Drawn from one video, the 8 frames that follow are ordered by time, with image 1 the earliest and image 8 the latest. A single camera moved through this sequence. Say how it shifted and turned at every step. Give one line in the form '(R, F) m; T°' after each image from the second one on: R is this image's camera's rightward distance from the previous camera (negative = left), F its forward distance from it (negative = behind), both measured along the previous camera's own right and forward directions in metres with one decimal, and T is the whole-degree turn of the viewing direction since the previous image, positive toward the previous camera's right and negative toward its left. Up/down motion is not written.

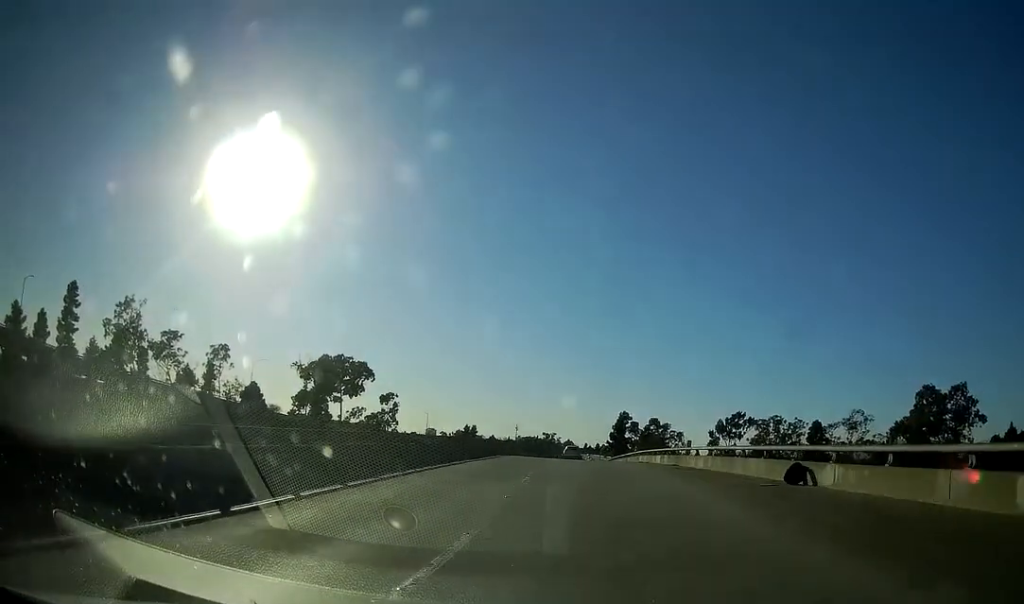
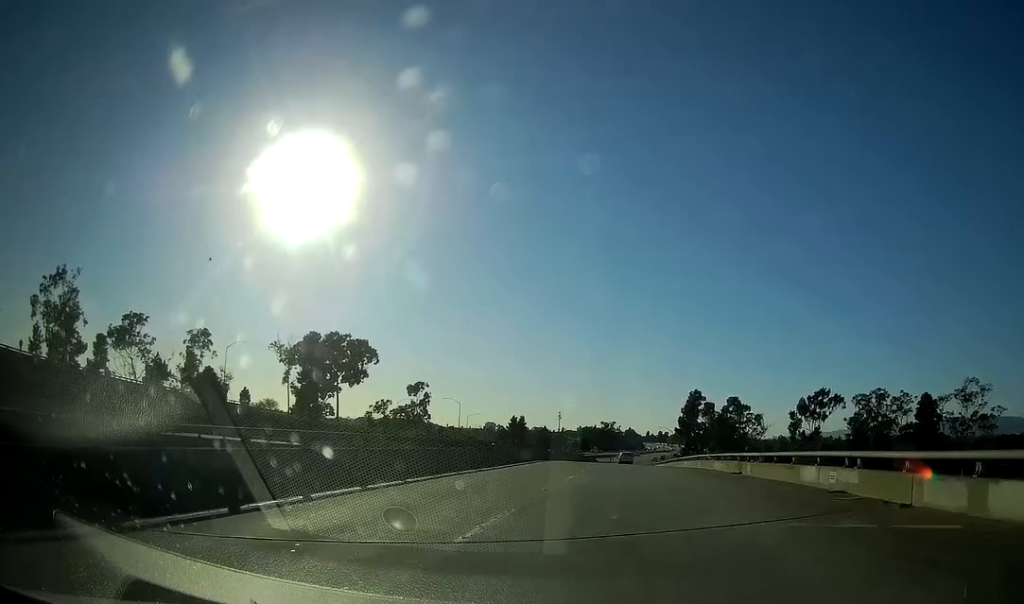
(-2.6, +40.1) m; -7°
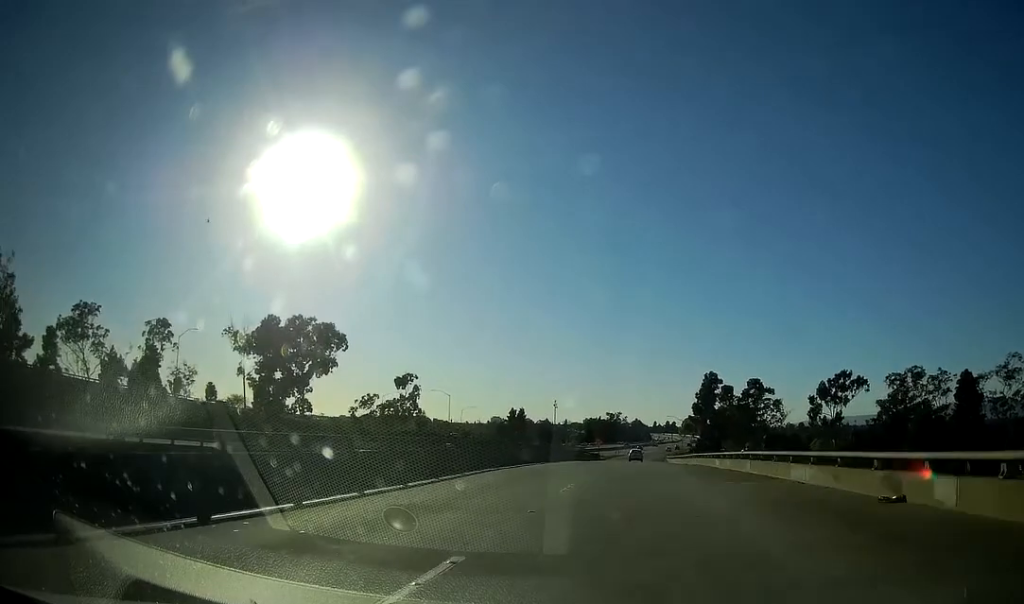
(-0.5, +18.8) m; -1°
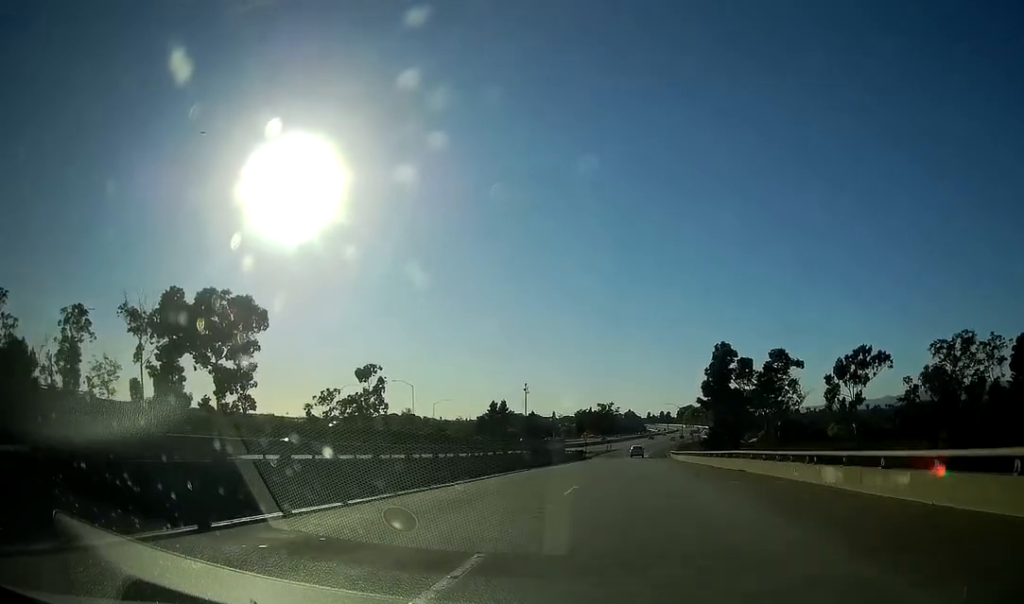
(+0.2, +27.8) m; +1°
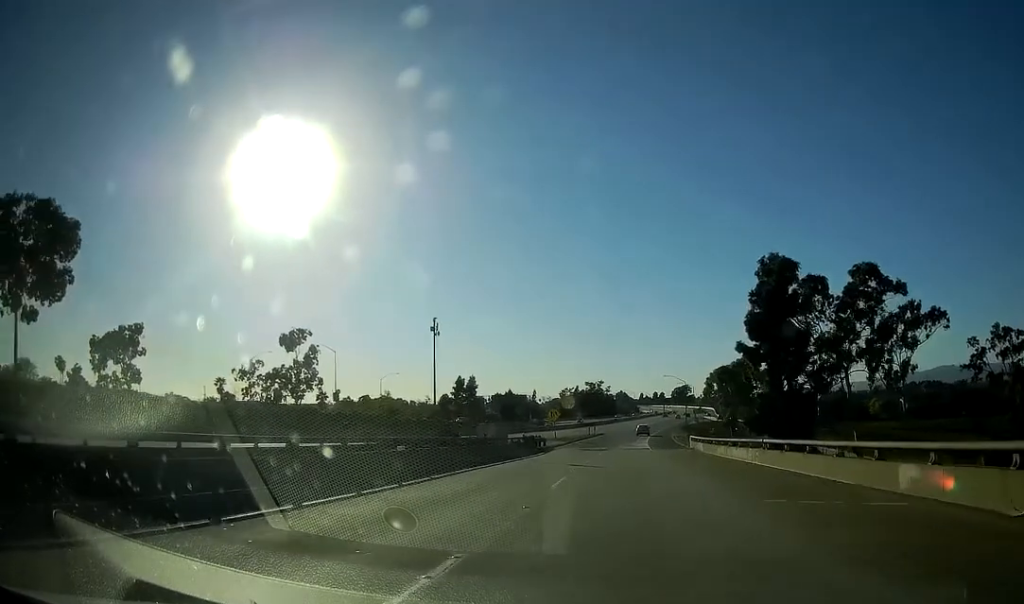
(+0.9, +43.7) m; +2°
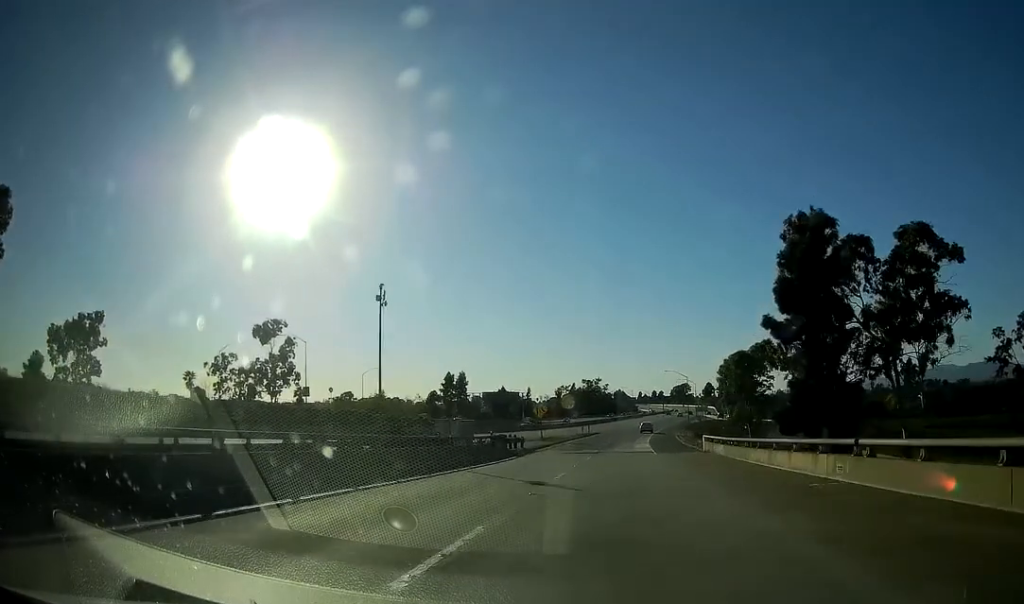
(+0.1, +12.7) m; 0°
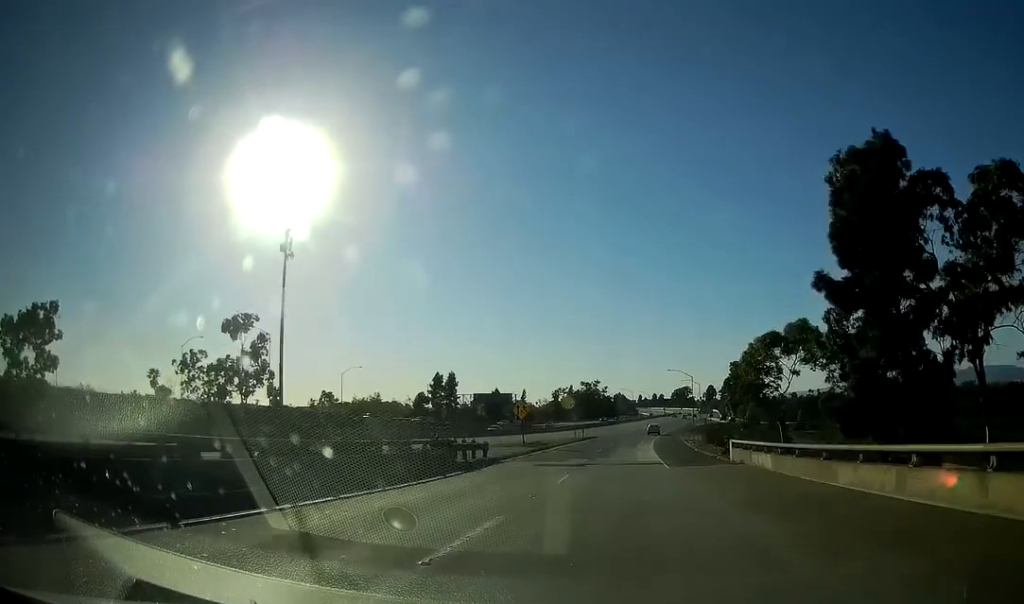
(+0.1, +12.7) m; 0°
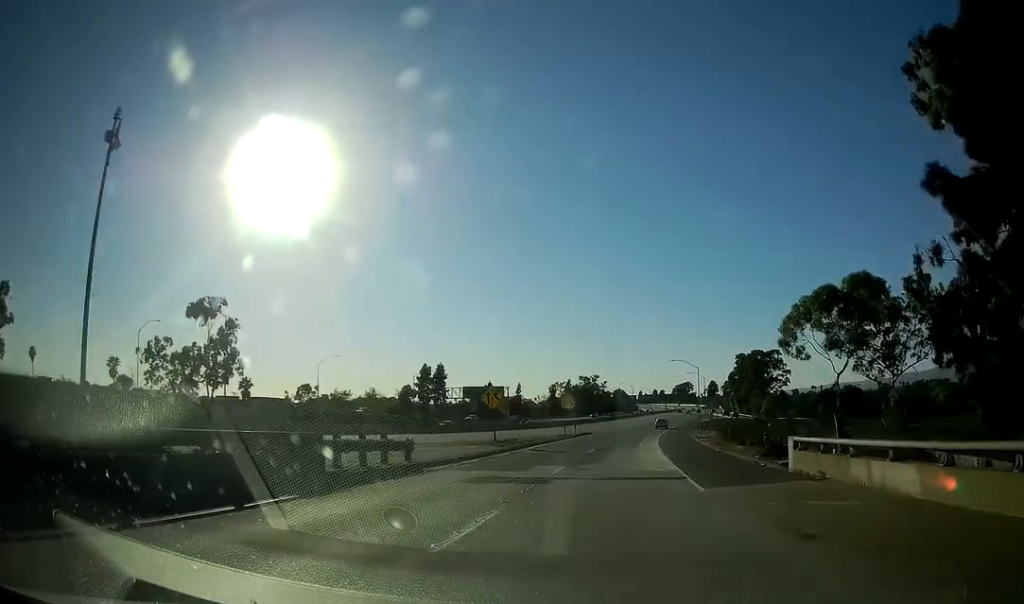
(0.0, +12.7) m; 0°
